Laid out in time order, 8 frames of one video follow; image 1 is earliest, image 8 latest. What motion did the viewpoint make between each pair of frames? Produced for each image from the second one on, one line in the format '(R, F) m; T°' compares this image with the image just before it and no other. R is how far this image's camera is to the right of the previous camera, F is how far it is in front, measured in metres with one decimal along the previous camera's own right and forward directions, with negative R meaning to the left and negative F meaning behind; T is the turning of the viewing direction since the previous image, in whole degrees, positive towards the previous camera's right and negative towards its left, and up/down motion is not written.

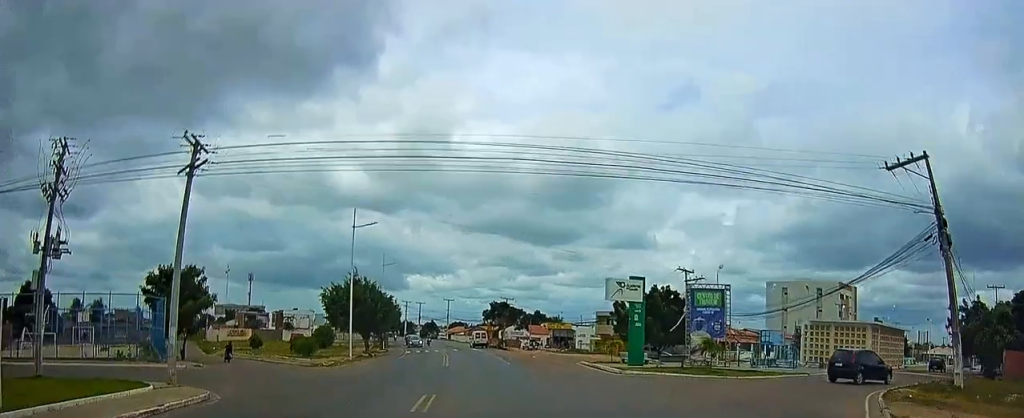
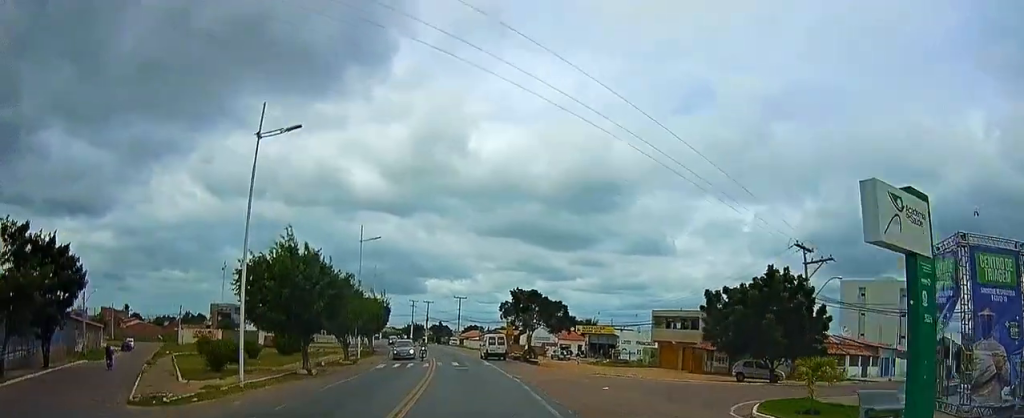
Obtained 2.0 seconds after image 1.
(0.0, +21.5) m; +1°
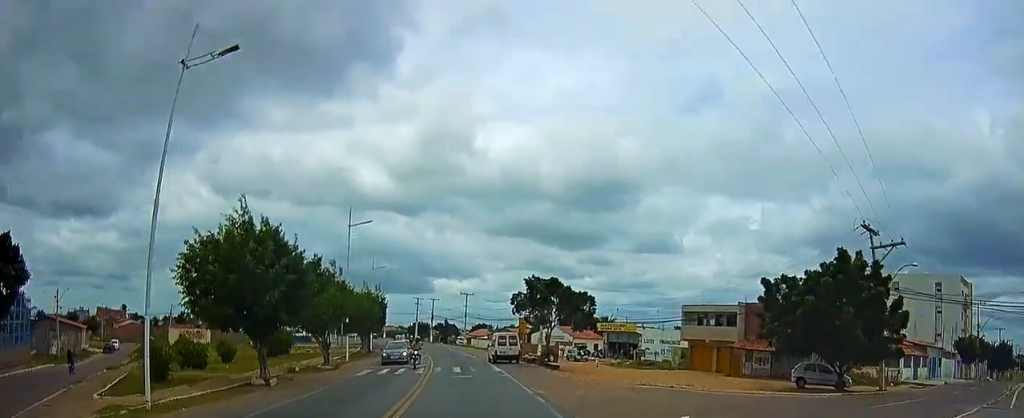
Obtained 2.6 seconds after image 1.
(-0.1, +7.4) m; +1°
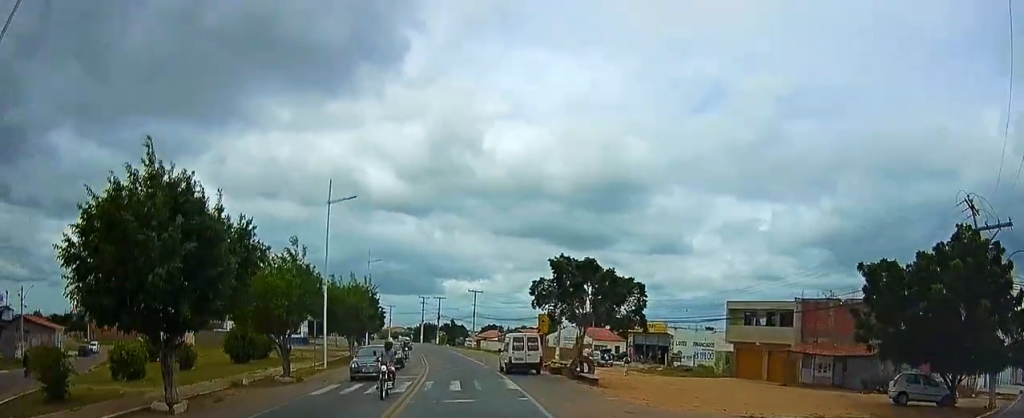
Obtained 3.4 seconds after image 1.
(+0.6, +8.9) m; -2°
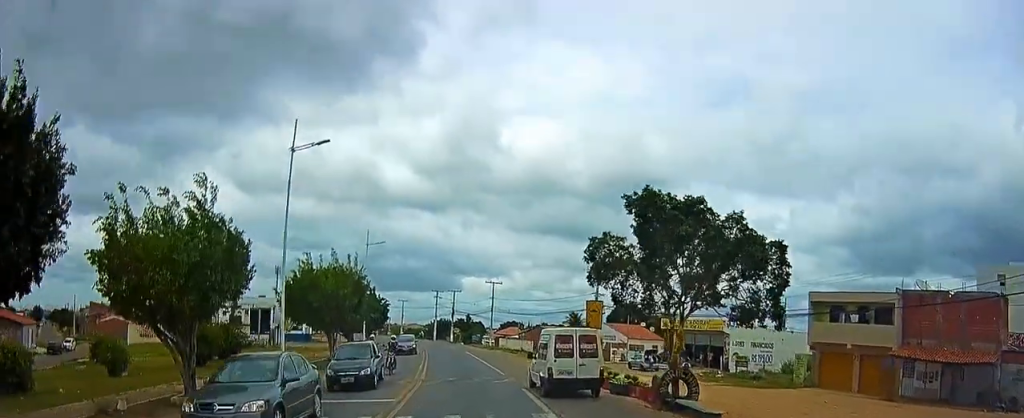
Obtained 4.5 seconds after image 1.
(-1.0, +11.3) m; -3°
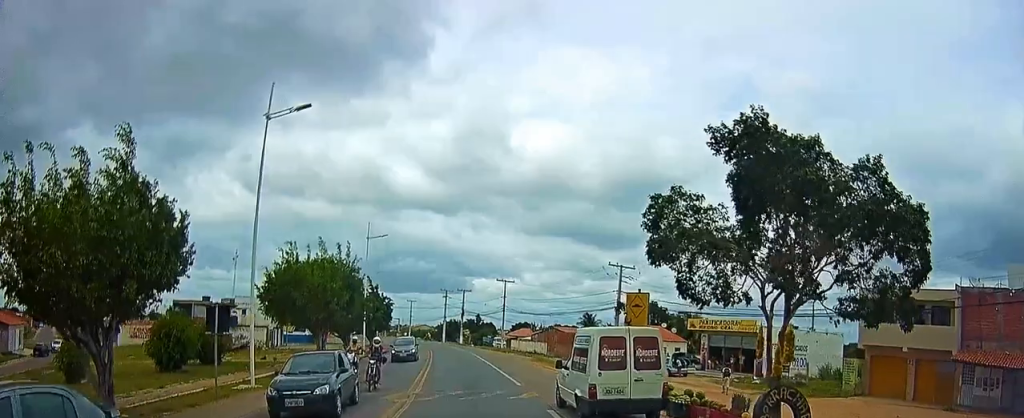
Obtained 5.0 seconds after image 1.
(+0.2, +5.2) m; 0°
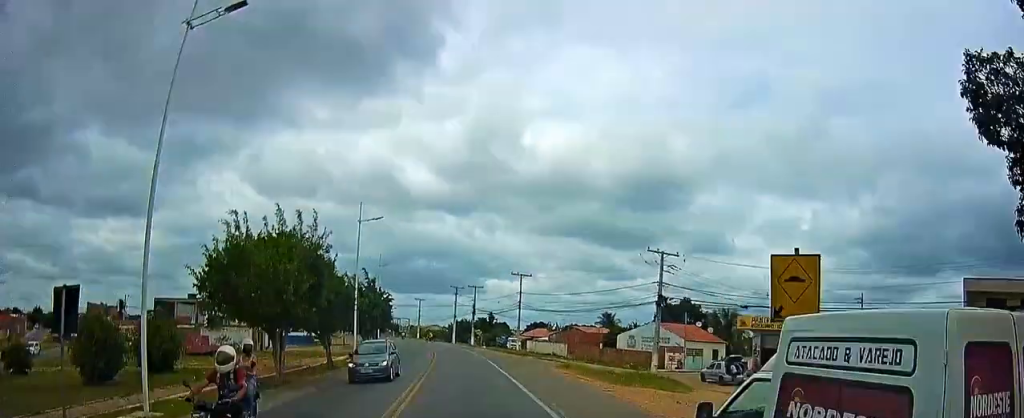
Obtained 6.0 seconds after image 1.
(+0.2, +10.4) m; 0°
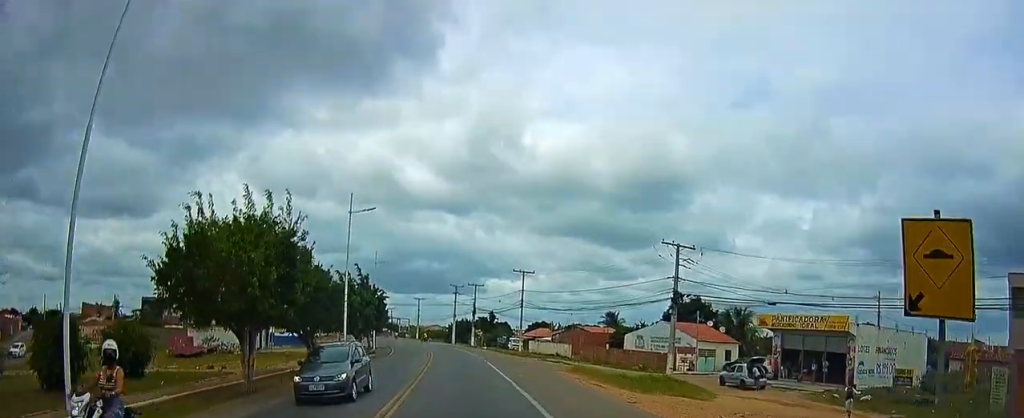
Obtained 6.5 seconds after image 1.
(-0.1, +5.1) m; -1°
